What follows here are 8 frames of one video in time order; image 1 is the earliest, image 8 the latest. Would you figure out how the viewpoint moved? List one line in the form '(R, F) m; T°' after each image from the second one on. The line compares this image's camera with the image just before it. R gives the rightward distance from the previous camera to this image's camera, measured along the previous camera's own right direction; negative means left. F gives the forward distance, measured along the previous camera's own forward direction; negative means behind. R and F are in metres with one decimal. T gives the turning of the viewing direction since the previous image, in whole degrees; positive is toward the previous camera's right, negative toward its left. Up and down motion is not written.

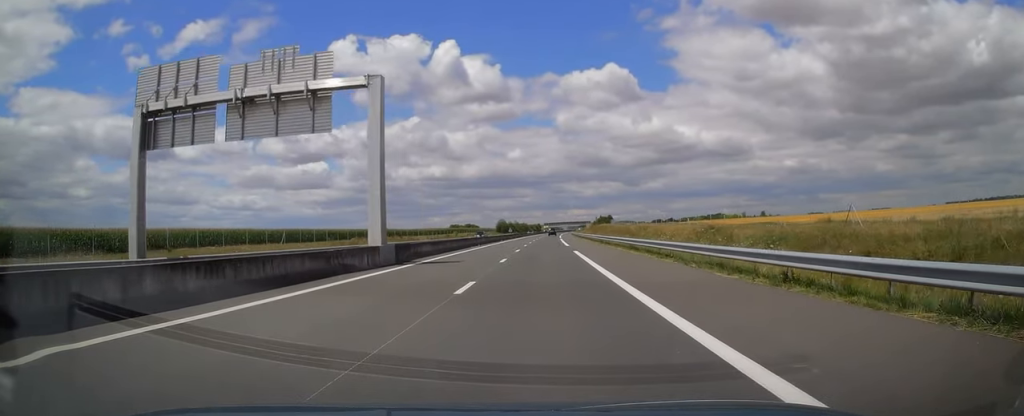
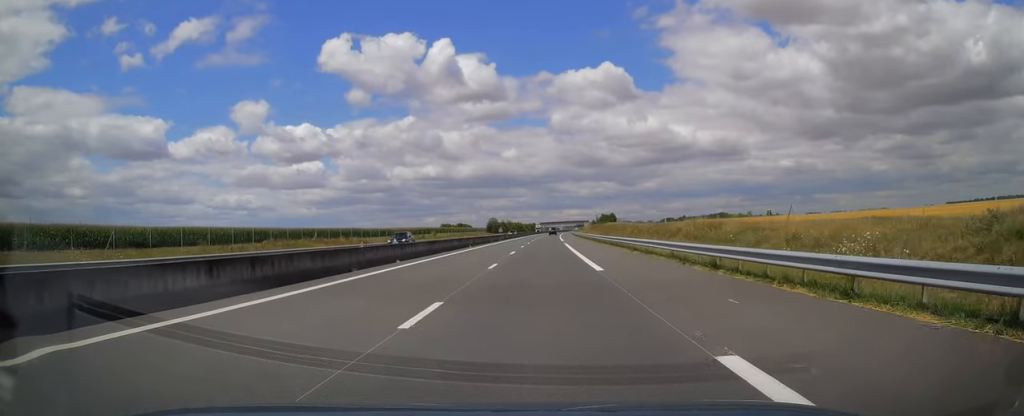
(-0.1, +30.8) m; 0°
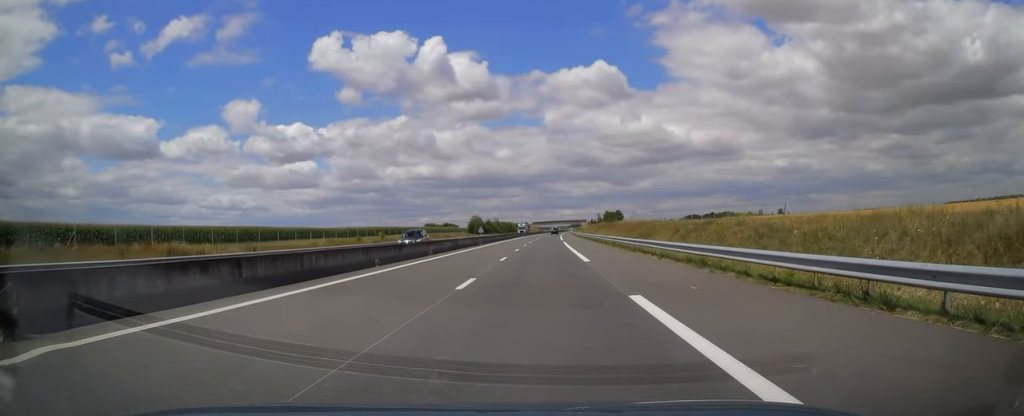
(+0.5, +46.4) m; +1°
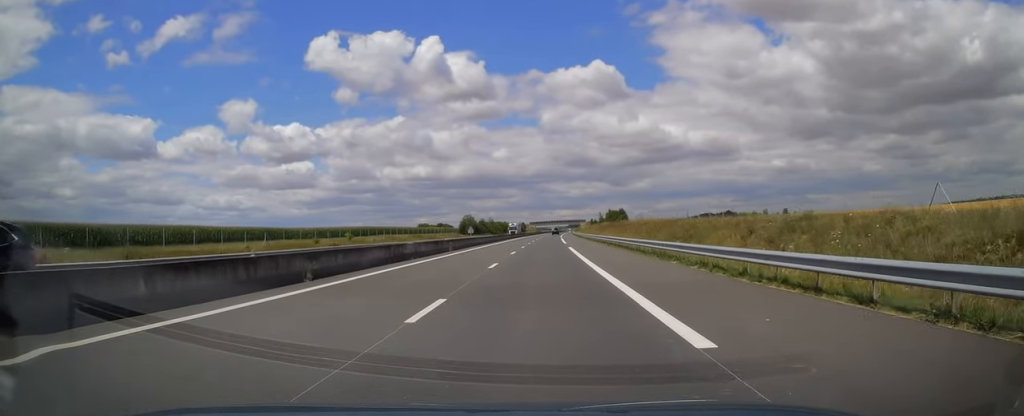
(0.0, +18.1) m; 0°
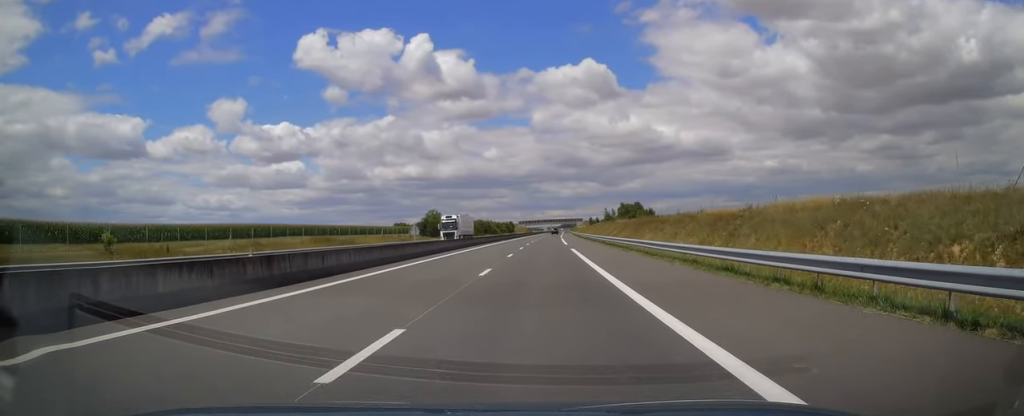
(+0.2, +55.8) m; 0°
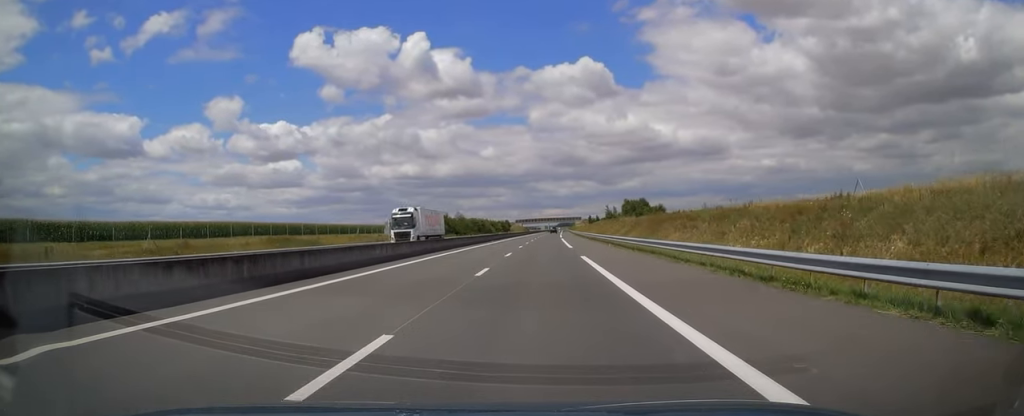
(0.0, +13.7) m; 0°
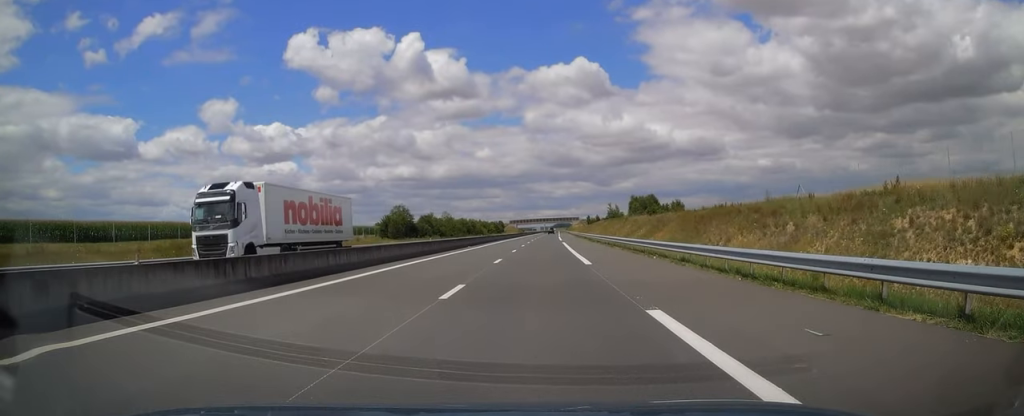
(+0.2, +18.6) m; +1°
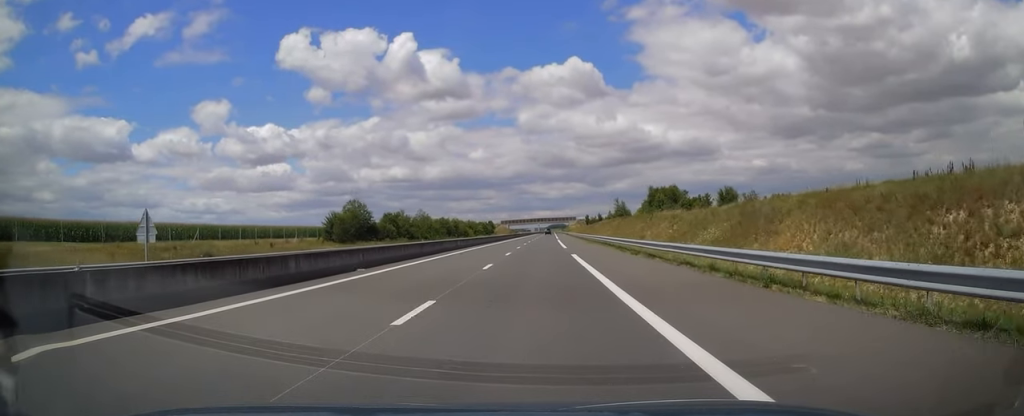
(0.0, +29.3) m; 0°
